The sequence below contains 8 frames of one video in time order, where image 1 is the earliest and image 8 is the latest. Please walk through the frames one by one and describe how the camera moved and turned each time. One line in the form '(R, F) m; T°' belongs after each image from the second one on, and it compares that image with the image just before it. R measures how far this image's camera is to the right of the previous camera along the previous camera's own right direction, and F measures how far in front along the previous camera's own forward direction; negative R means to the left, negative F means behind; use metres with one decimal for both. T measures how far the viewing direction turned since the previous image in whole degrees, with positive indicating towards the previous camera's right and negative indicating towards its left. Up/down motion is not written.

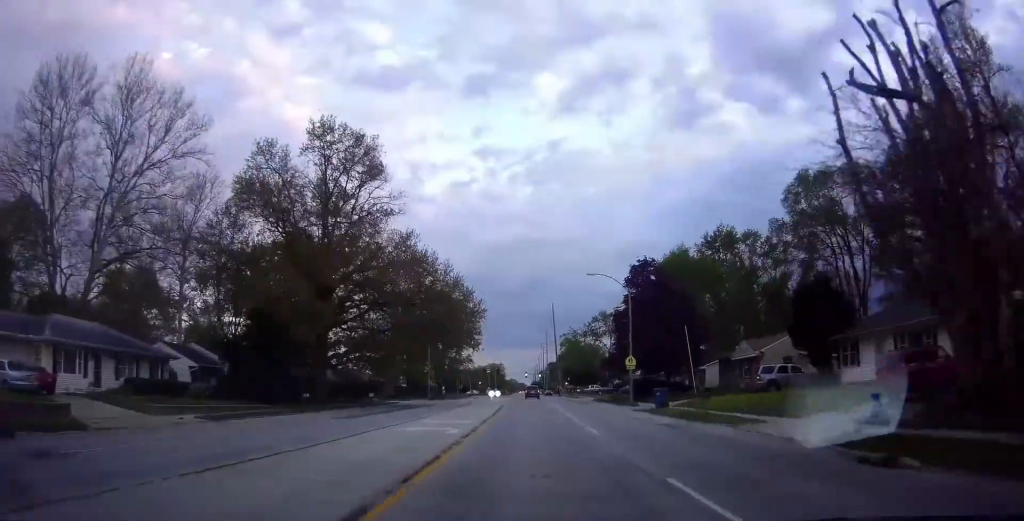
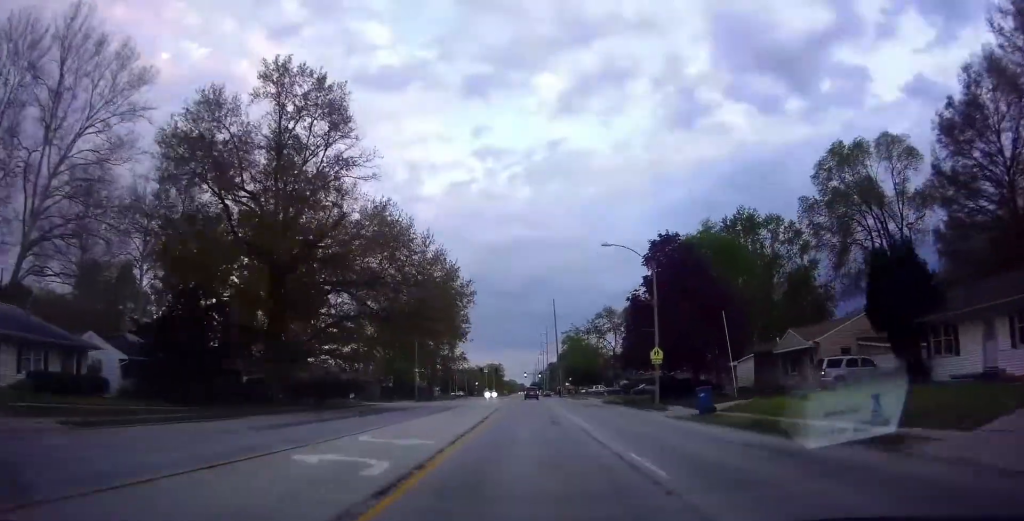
(-0.7, +9.1) m; -1°
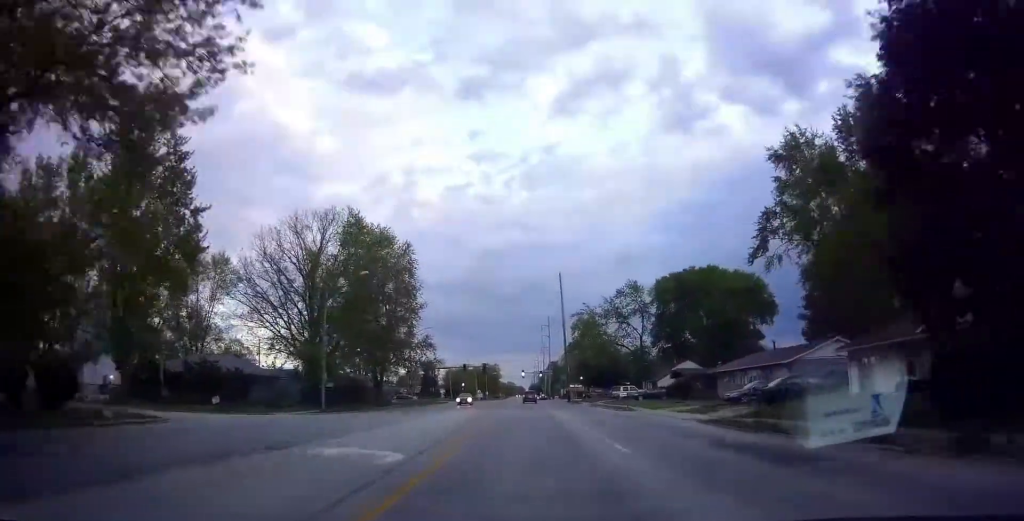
(-0.1, +33.8) m; 0°
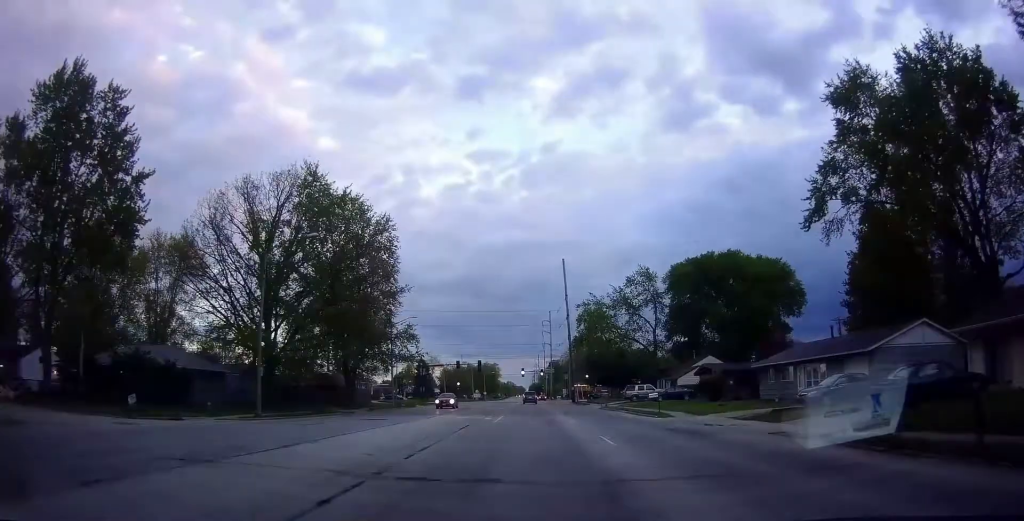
(+0.1, +10.8) m; +1°
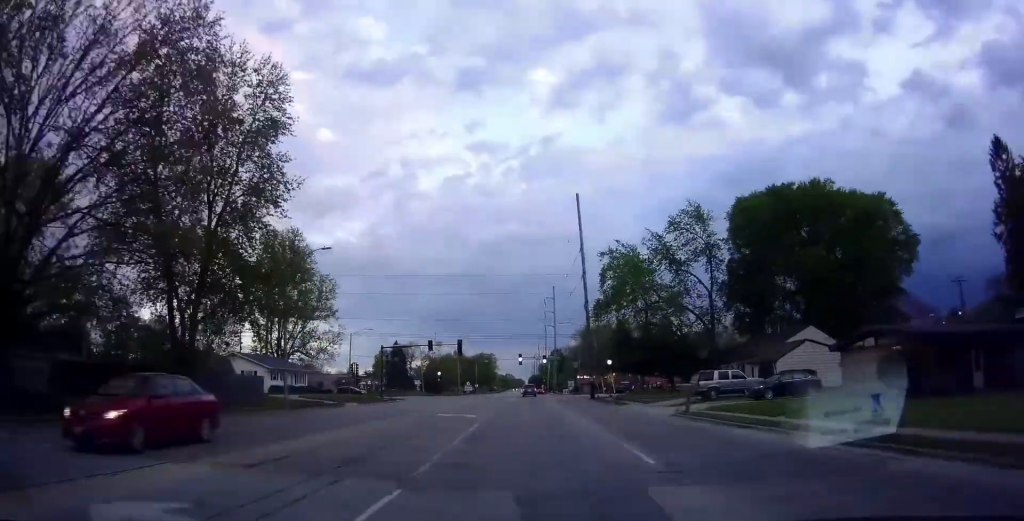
(+0.9, +27.8) m; +2°
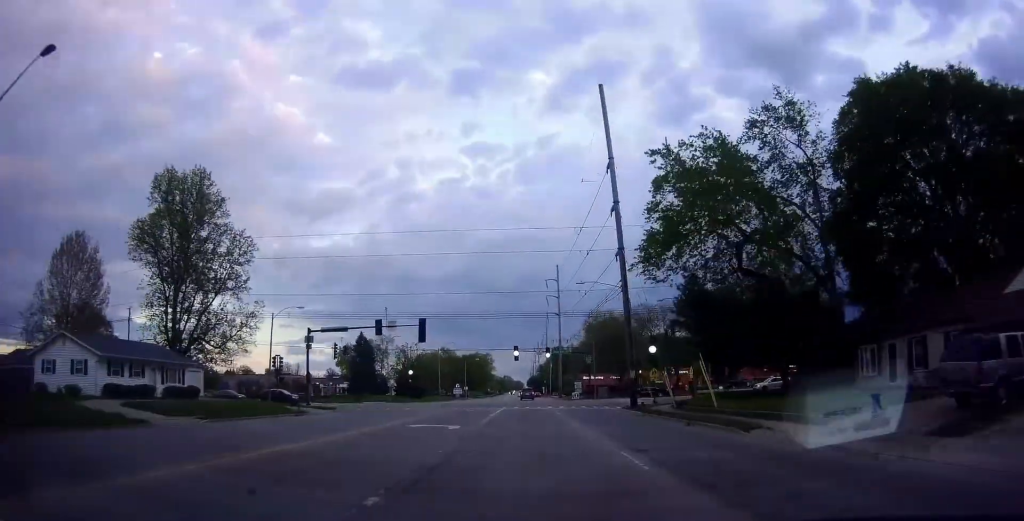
(-0.3, +24.8) m; -1°
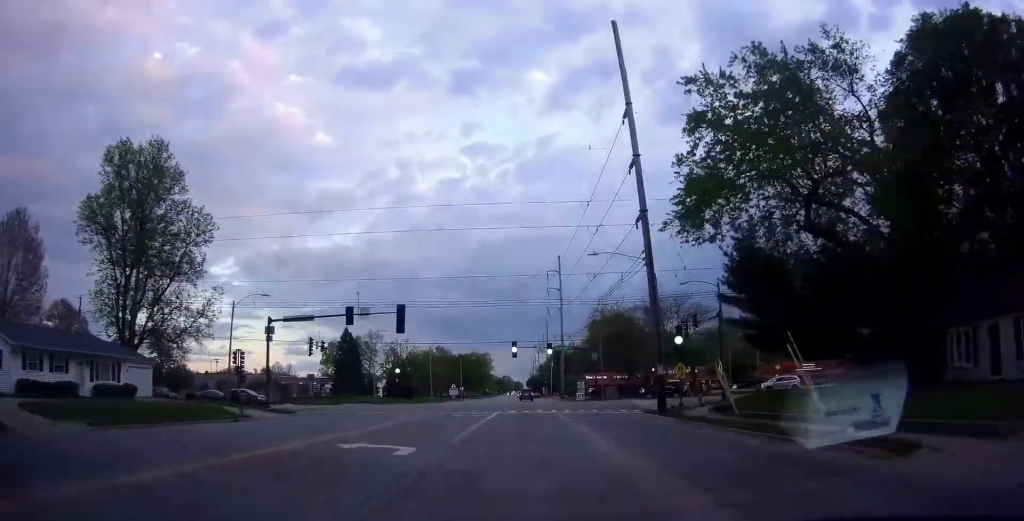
(-0.2, +8.3) m; 0°
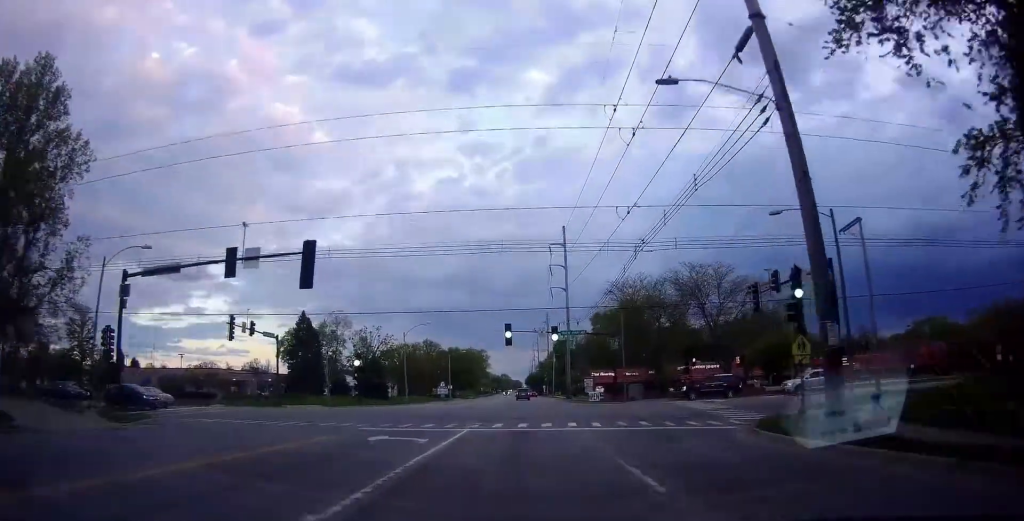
(+0.2, +17.1) m; +1°
